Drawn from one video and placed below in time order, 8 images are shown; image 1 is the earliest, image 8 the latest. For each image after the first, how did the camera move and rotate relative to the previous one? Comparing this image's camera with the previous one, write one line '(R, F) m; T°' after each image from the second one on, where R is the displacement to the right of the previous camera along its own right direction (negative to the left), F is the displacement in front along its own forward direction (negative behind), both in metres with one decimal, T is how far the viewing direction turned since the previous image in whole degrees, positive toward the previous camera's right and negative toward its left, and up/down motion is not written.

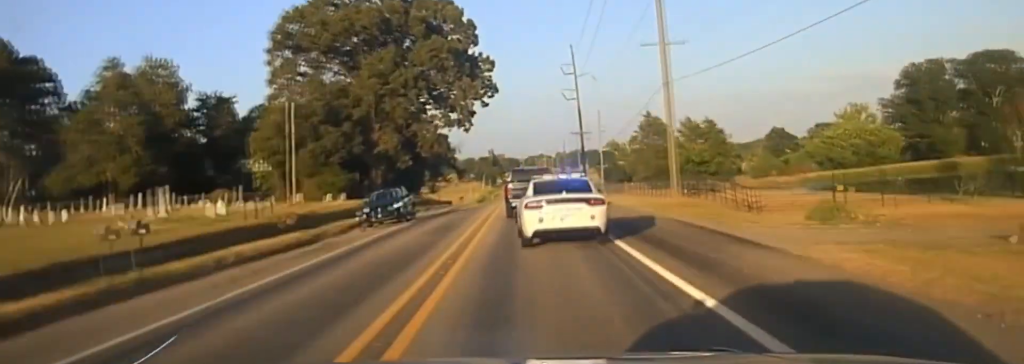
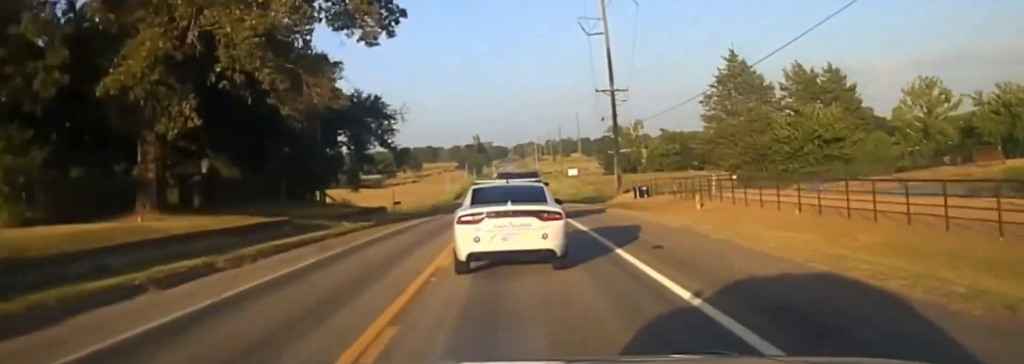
(0.0, +56.0) m; 0°
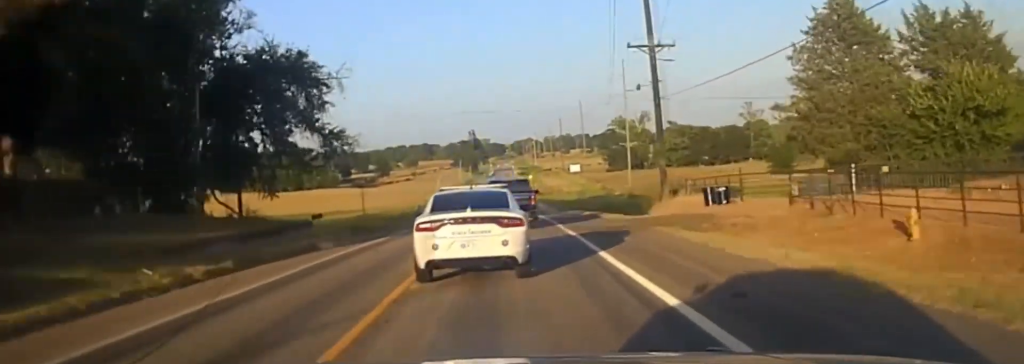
(0.0, +25.5) m; 0°
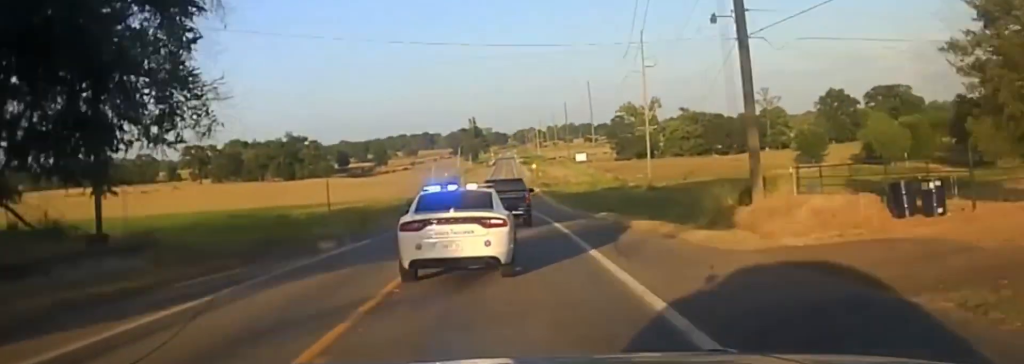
(0.0, +18.4) m; 0°
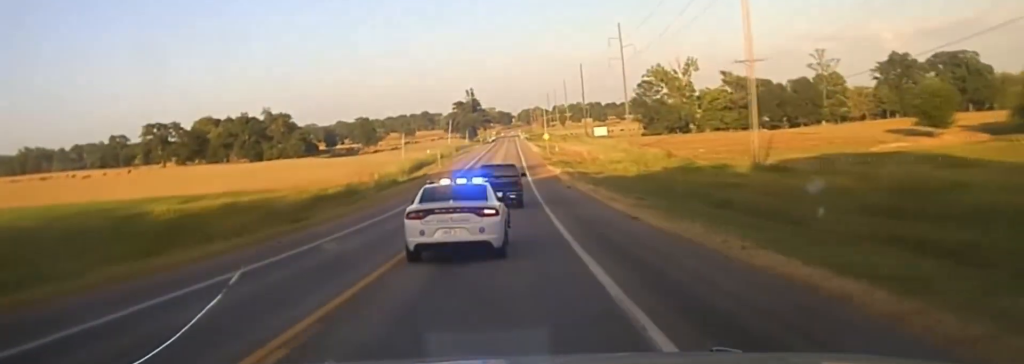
(+0.5, +61.8) m; 0°
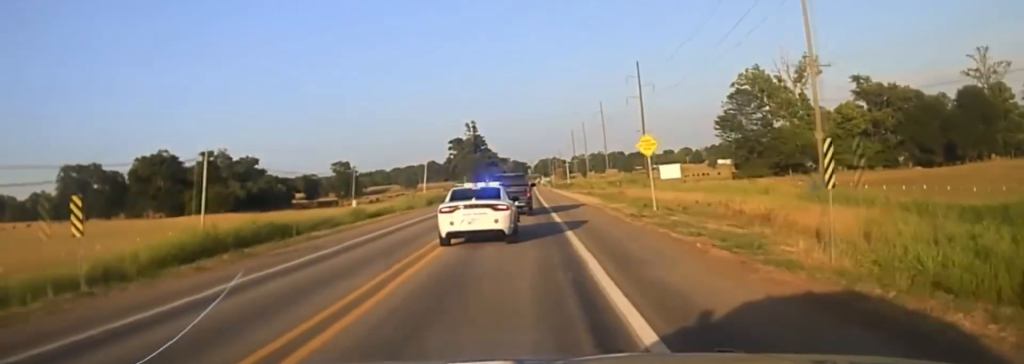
(-1.4, +100.2) m; -1°
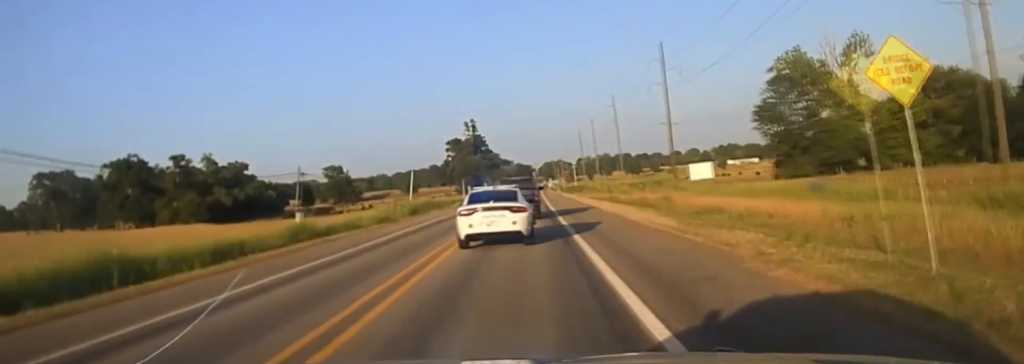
(0.0, +22.4) m; 0°
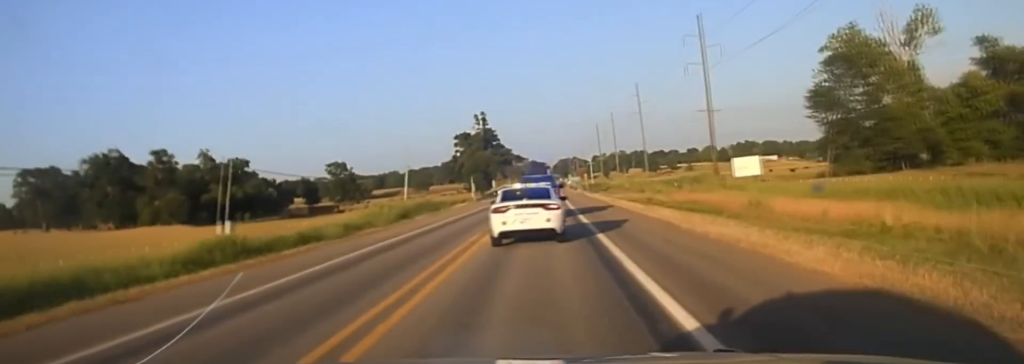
(-0.2, +21.1) m; 0°
